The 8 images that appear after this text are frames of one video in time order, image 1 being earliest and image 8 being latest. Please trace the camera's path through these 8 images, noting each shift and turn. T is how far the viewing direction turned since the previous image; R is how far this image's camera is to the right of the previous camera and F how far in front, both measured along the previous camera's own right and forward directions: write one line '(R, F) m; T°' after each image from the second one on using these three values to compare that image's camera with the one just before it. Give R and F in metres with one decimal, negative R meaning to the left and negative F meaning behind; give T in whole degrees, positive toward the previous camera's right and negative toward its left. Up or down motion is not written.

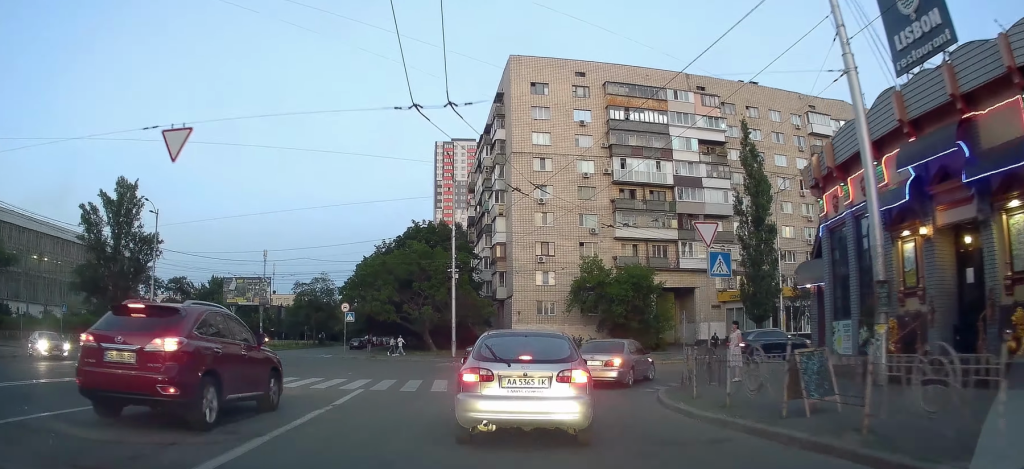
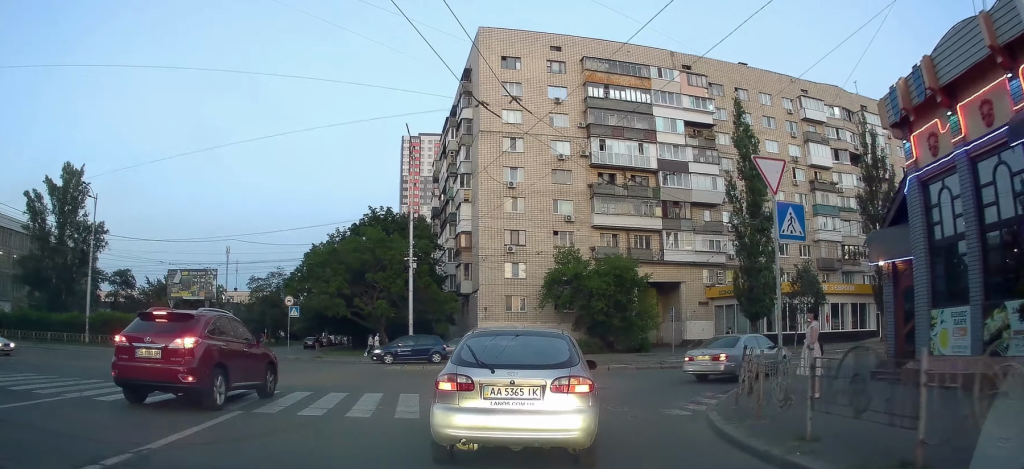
(+0.5, +6.0) m; +15°
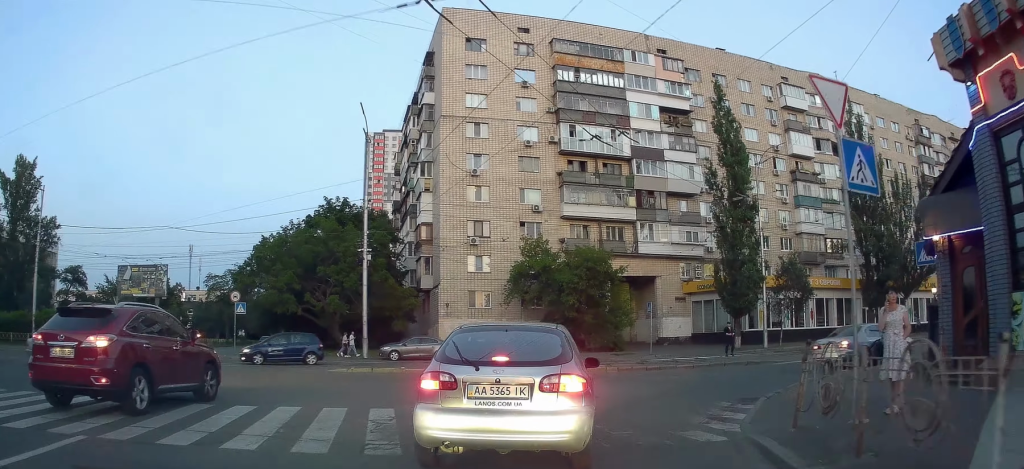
(+0.4, +4.8) m; +15°
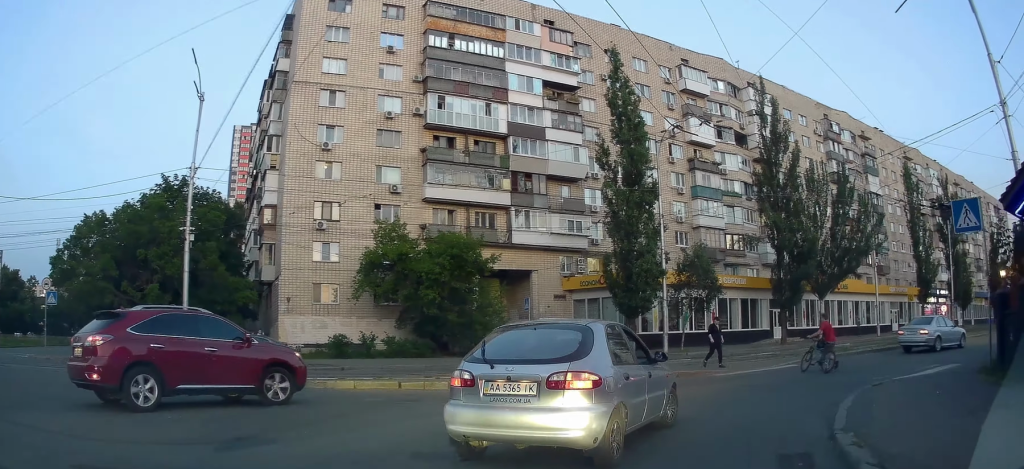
(+3.1, +16.5) m; +12°
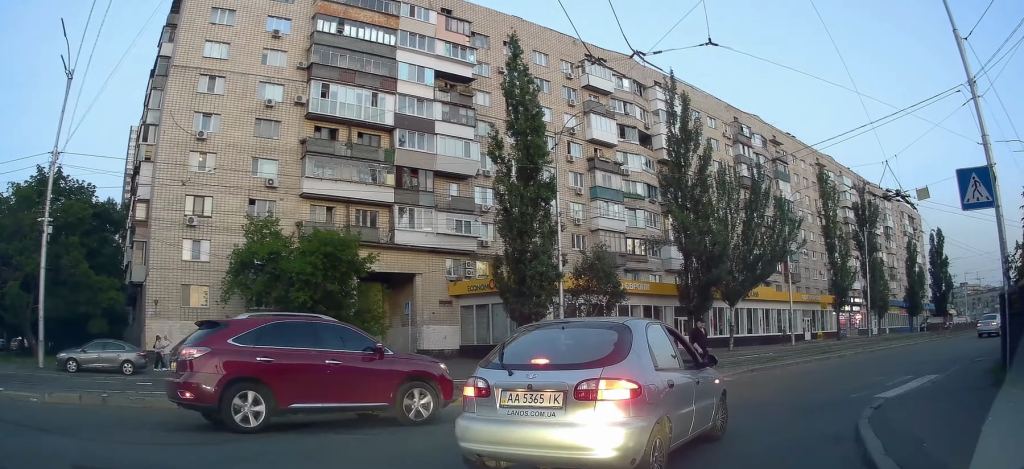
(0.0, +7.8) m; +4°
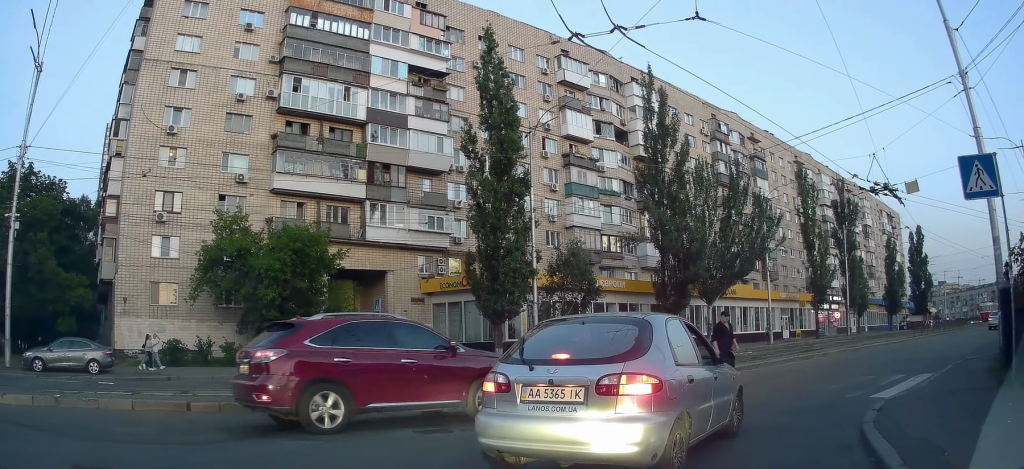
(+0.1, +3.2) m; +3°
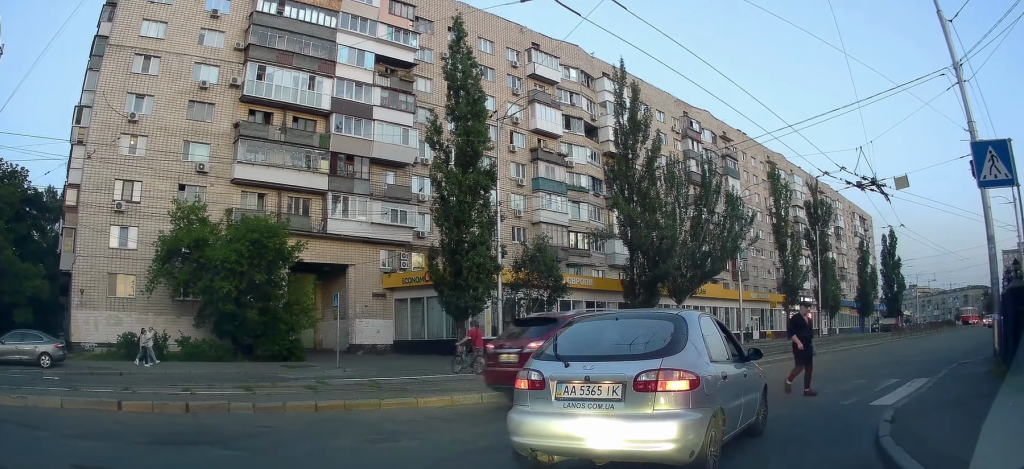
(+0.3, +4.9) m; +5°
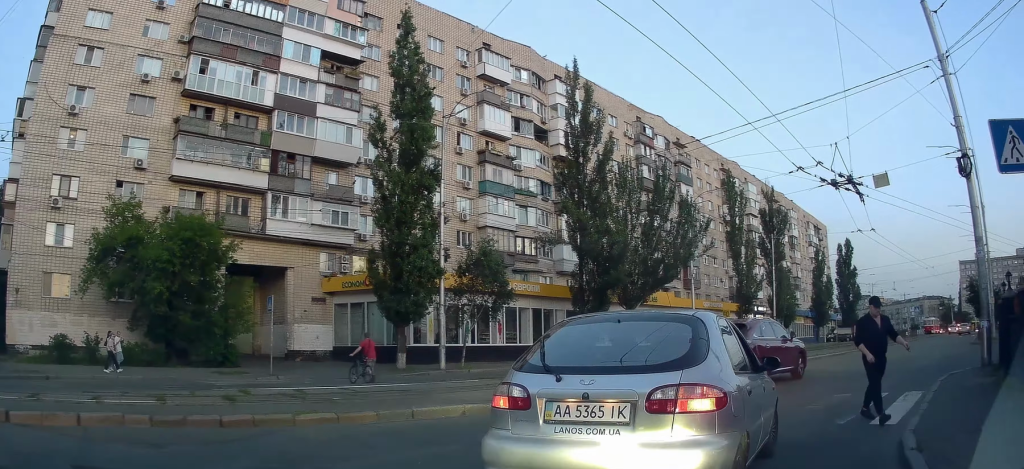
(+0.1, +4.3) m; +2°
